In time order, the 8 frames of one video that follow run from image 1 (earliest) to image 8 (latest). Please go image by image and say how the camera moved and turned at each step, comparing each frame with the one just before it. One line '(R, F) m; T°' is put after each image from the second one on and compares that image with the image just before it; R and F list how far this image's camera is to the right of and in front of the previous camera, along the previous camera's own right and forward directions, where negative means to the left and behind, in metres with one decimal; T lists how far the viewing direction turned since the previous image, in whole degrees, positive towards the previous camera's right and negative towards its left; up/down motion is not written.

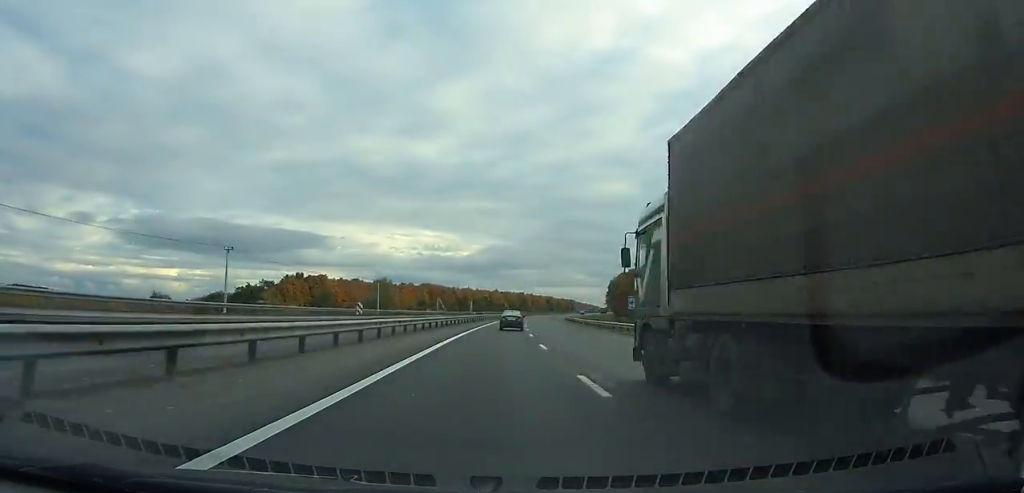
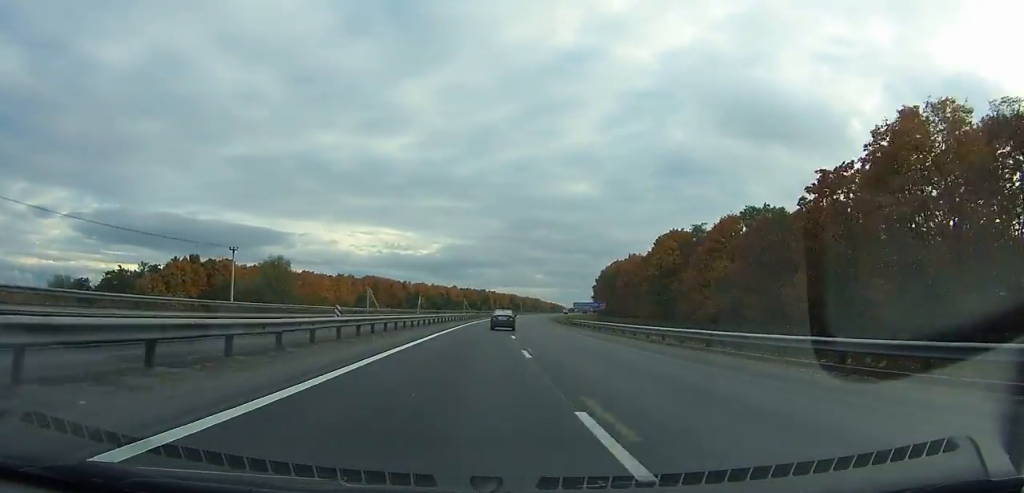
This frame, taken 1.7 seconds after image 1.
(+1.9, +52.8) m; +3°
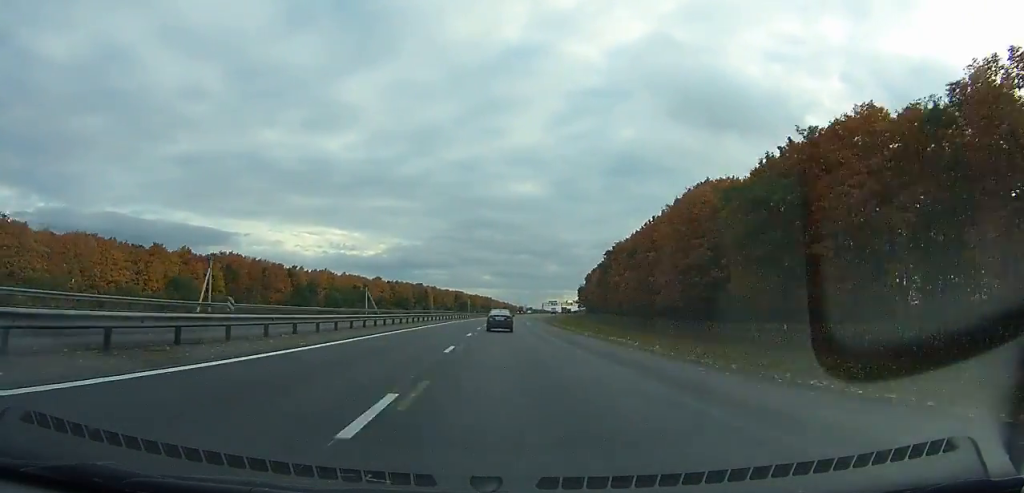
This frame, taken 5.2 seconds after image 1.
(+6.3, +108.3) m; +6°
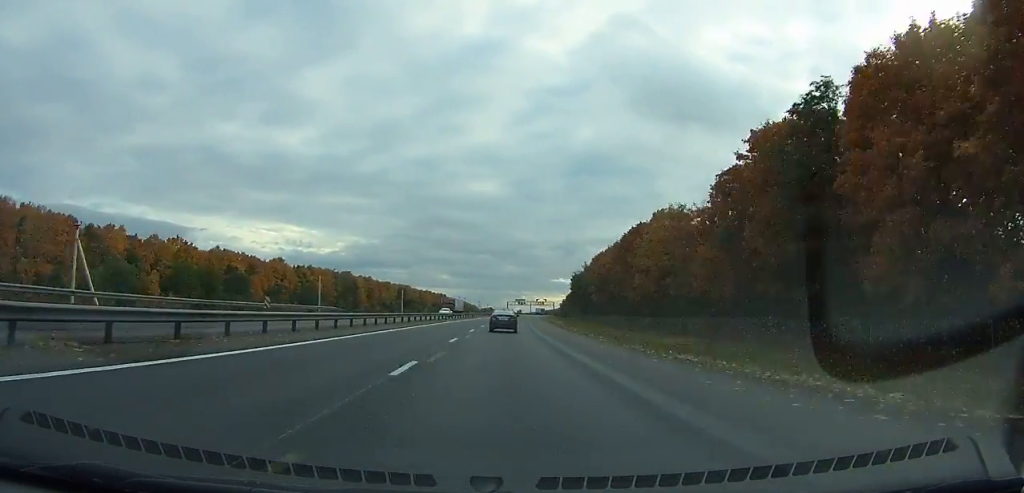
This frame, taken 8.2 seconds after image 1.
(+3.5, +91.8) m; +4°
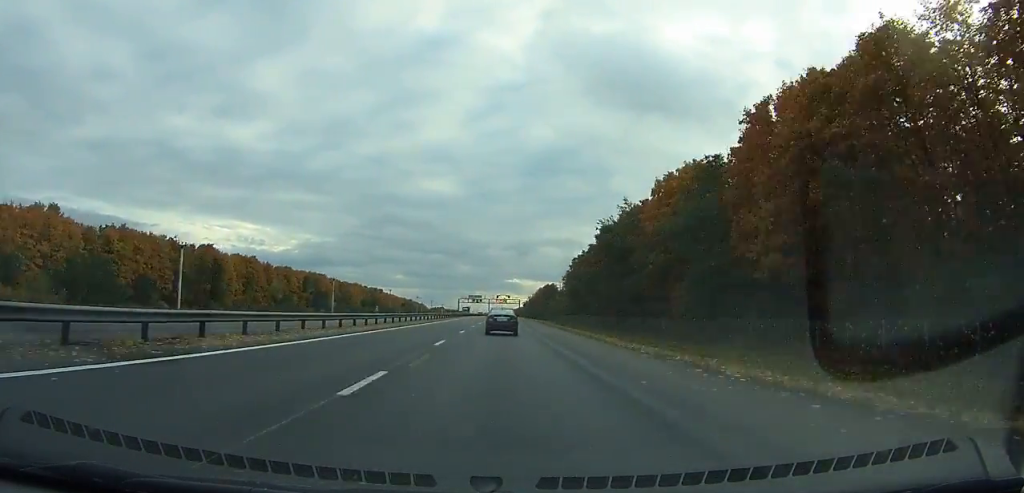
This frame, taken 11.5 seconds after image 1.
(+3.4, +98.9) m; +4°
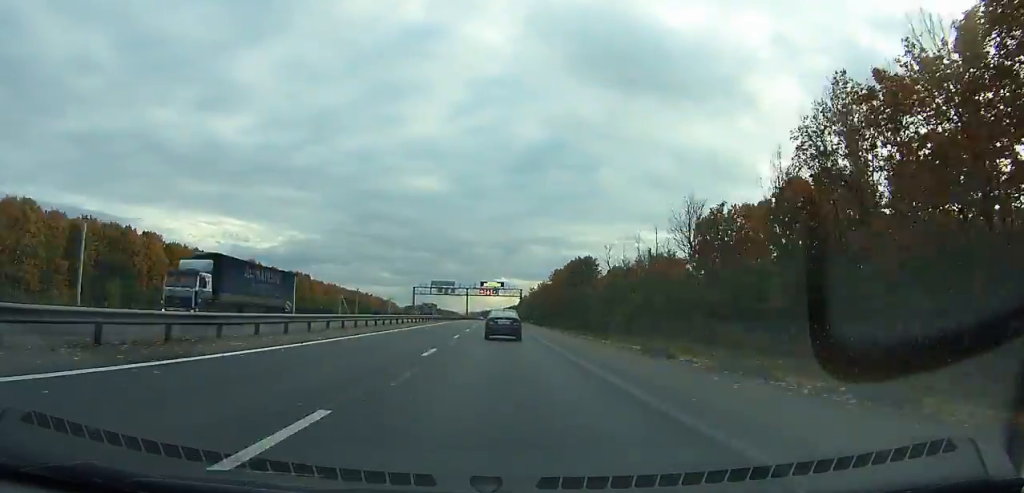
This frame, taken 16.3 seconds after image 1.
(+4.8, +138.9) m; +3°
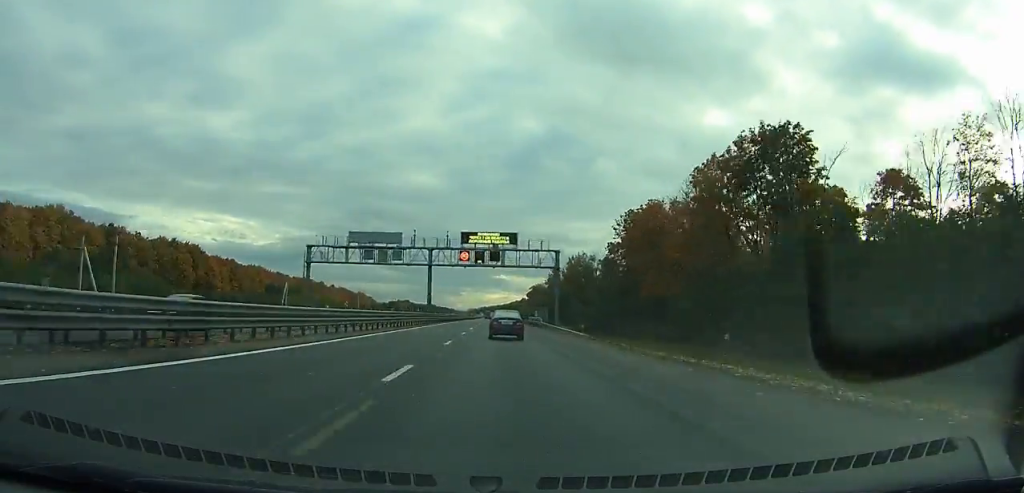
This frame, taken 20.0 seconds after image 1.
(+0.7, +103.9) m; +1°
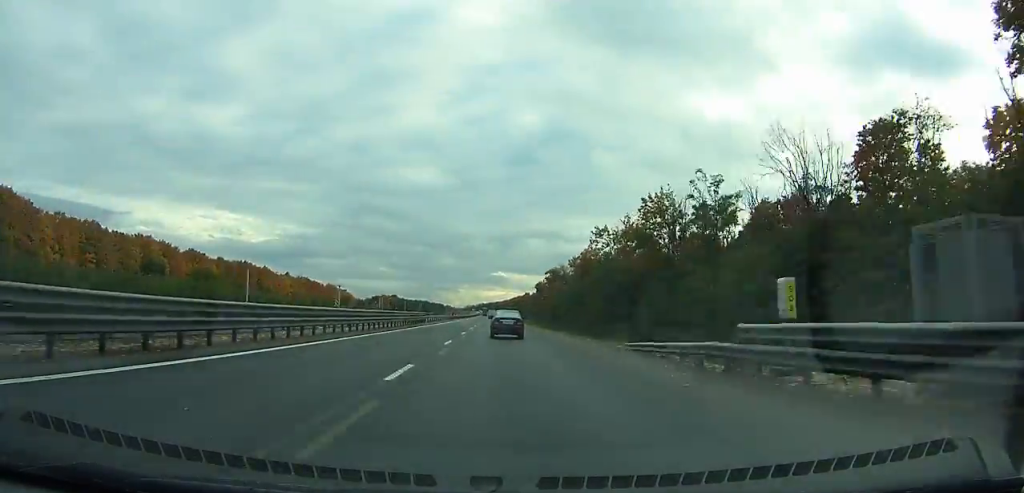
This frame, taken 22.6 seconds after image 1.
(+0.2, +72.8) m; 0°
